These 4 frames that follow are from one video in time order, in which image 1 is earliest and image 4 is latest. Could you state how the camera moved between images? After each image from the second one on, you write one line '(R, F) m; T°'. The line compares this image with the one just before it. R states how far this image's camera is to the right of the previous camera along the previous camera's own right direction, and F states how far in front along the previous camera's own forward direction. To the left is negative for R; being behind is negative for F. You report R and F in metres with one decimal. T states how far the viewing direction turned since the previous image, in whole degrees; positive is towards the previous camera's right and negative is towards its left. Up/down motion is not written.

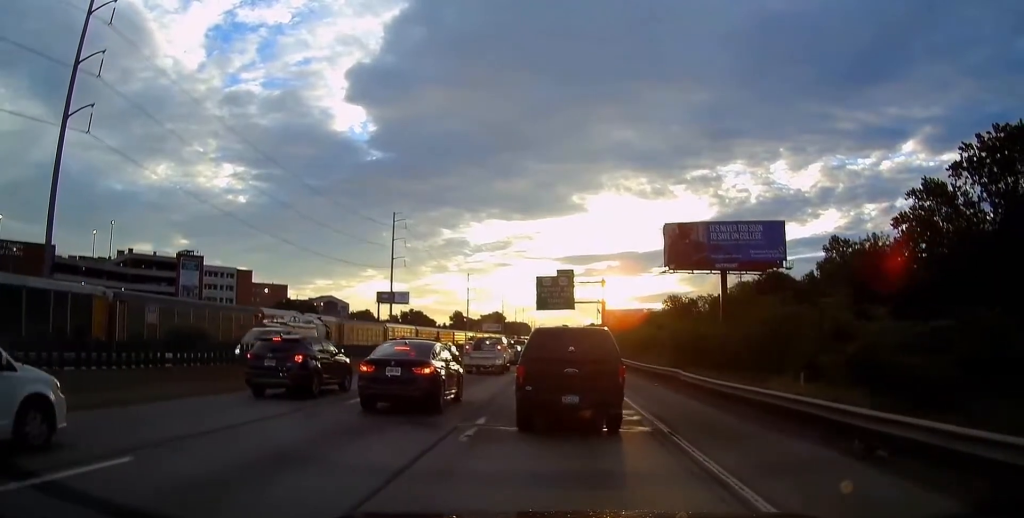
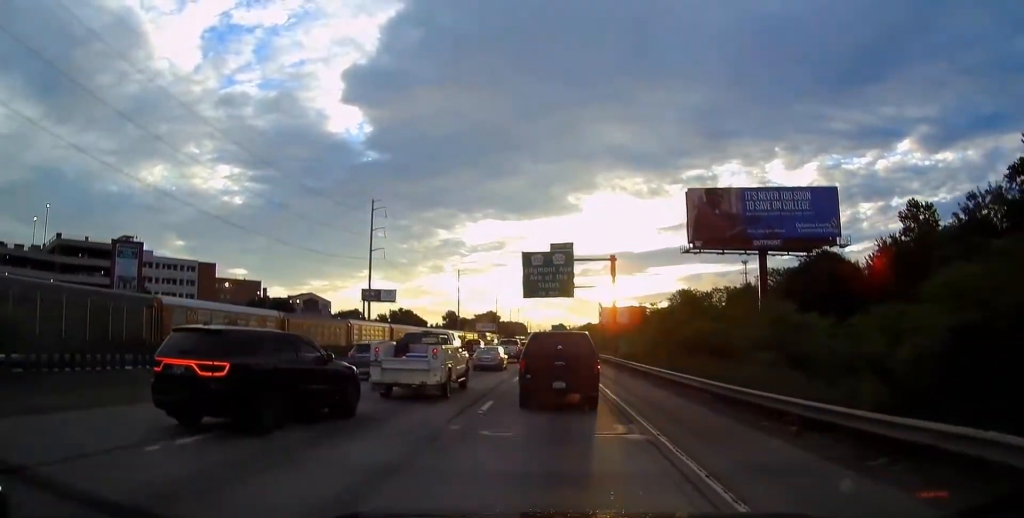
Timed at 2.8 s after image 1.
(+0.2, +20.2) m; 0°
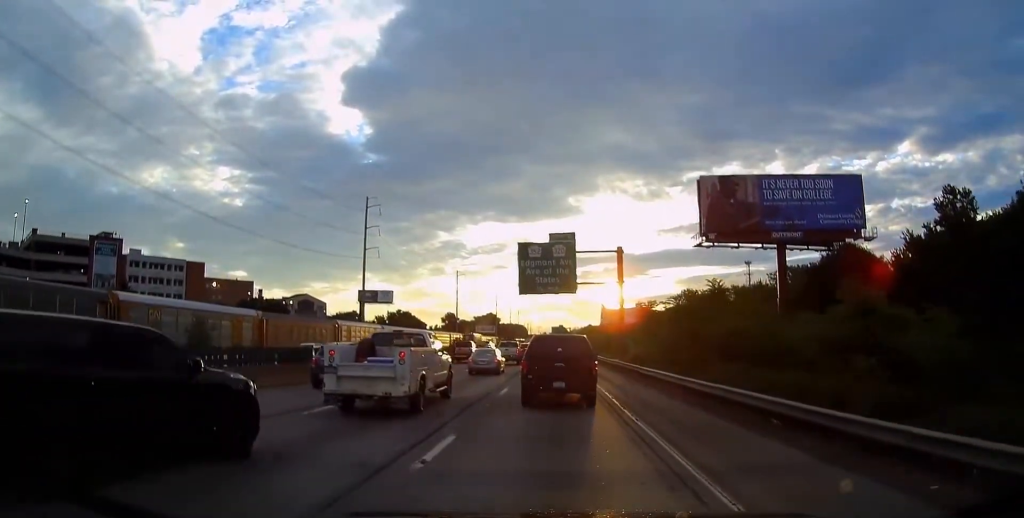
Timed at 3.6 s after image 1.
(0.0, +6.9) m; 0°
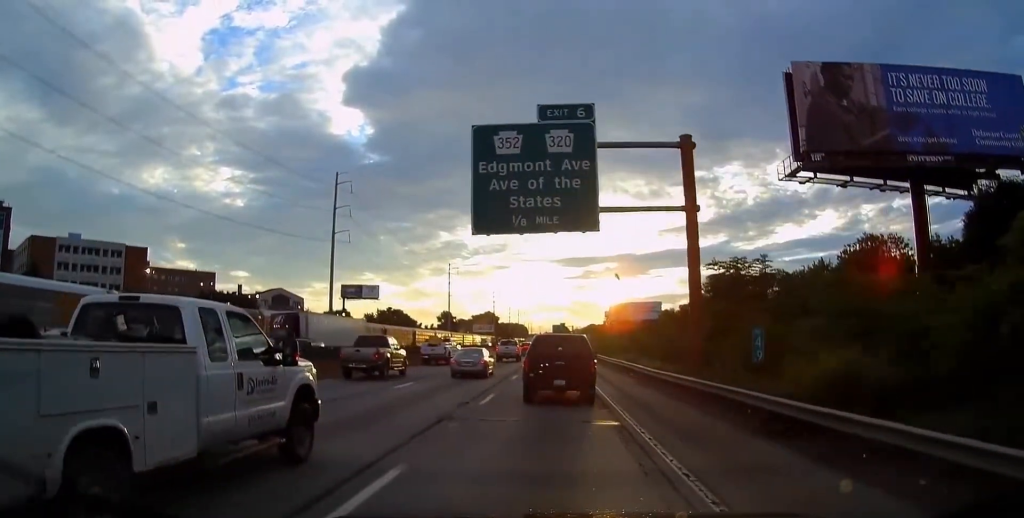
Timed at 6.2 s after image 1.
(-0.4, +31.0) m; -1°
